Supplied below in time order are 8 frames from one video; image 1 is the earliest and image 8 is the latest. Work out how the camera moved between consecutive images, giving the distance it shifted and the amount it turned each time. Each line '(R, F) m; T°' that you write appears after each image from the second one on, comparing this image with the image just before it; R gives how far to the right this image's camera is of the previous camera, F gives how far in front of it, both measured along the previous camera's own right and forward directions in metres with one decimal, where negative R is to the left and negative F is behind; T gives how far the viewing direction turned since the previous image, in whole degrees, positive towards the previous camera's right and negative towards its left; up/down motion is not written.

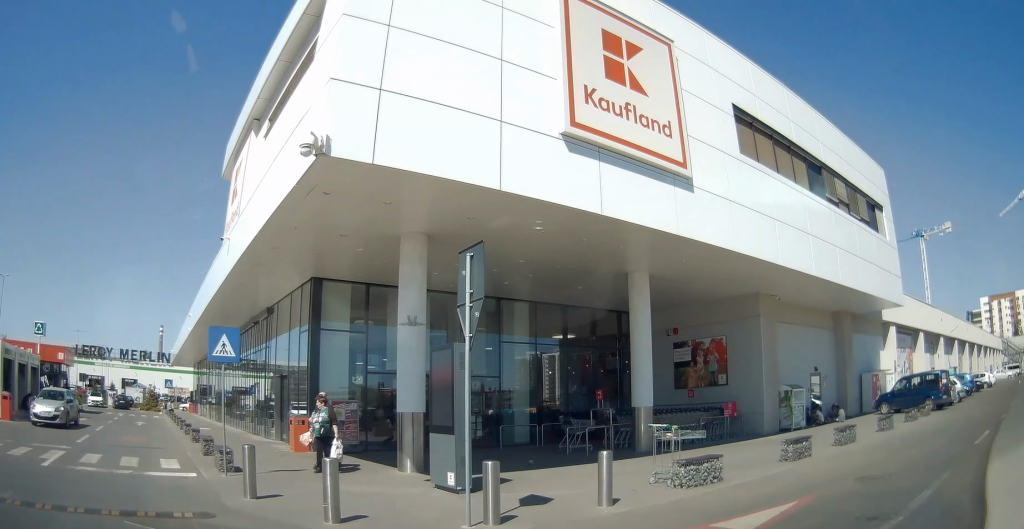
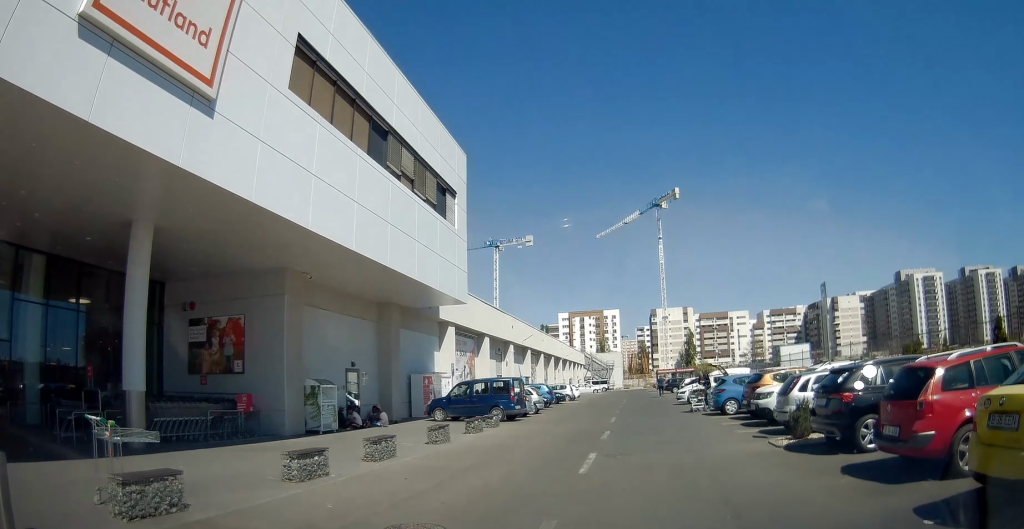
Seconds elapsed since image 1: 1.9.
(+1.4, +3.4) m; +36°
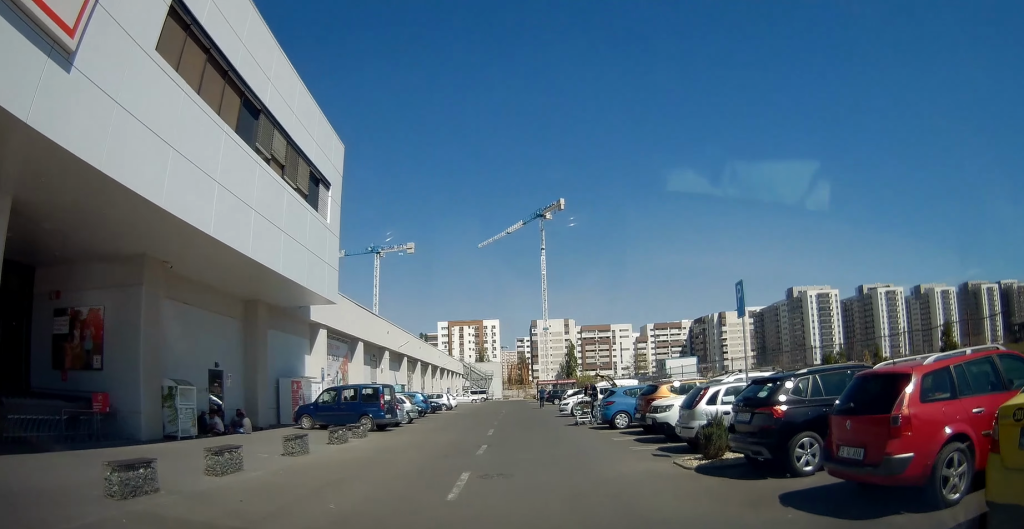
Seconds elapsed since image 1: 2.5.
(+0.2, +1.8) m; +6°
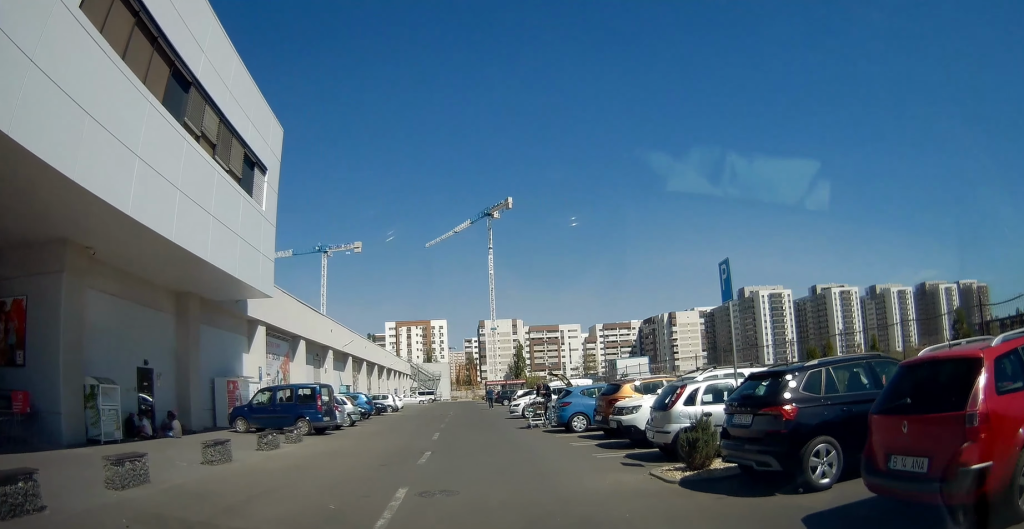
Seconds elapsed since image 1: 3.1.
(+0.1, +1.7) m; +4°
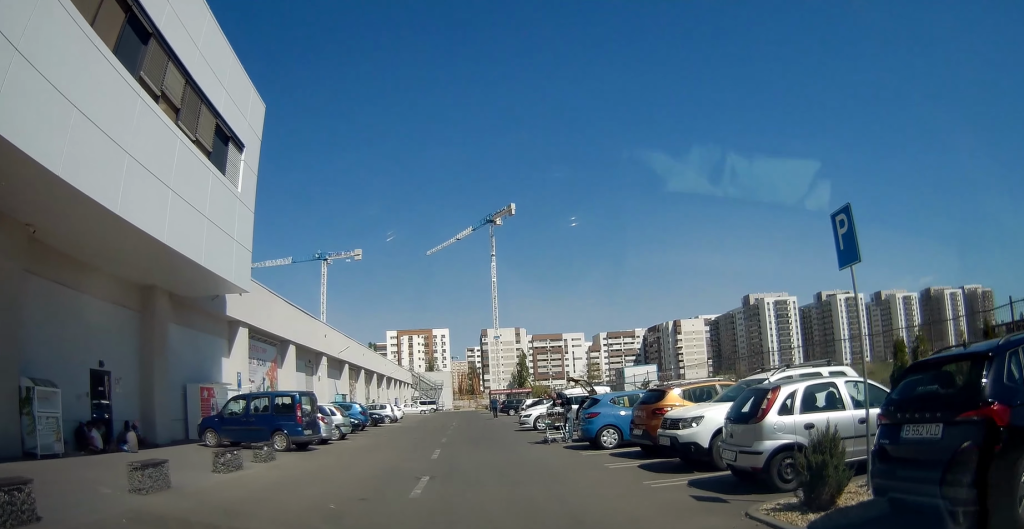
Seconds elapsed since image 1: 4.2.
(0.0, +3.2) m; -1°
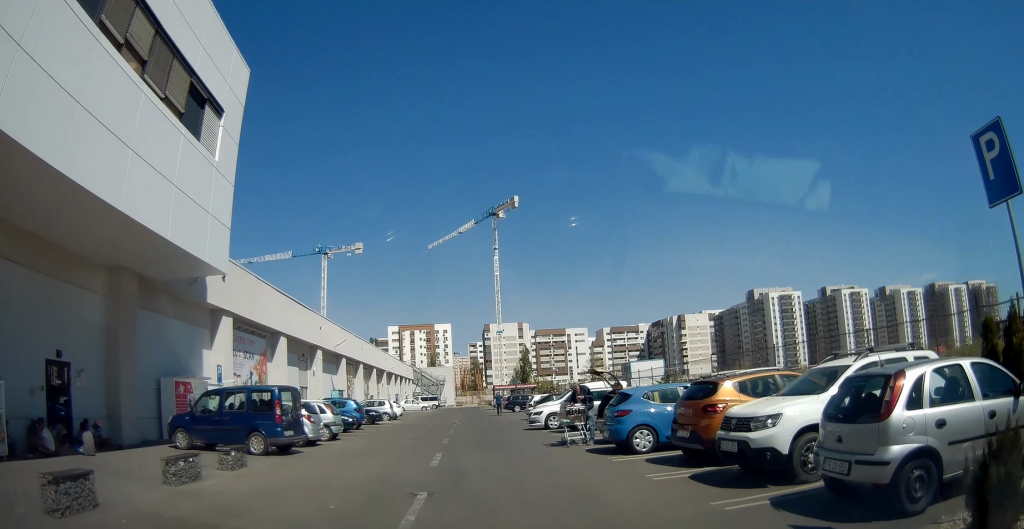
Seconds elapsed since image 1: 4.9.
(0.0, +2.4) m; -1°
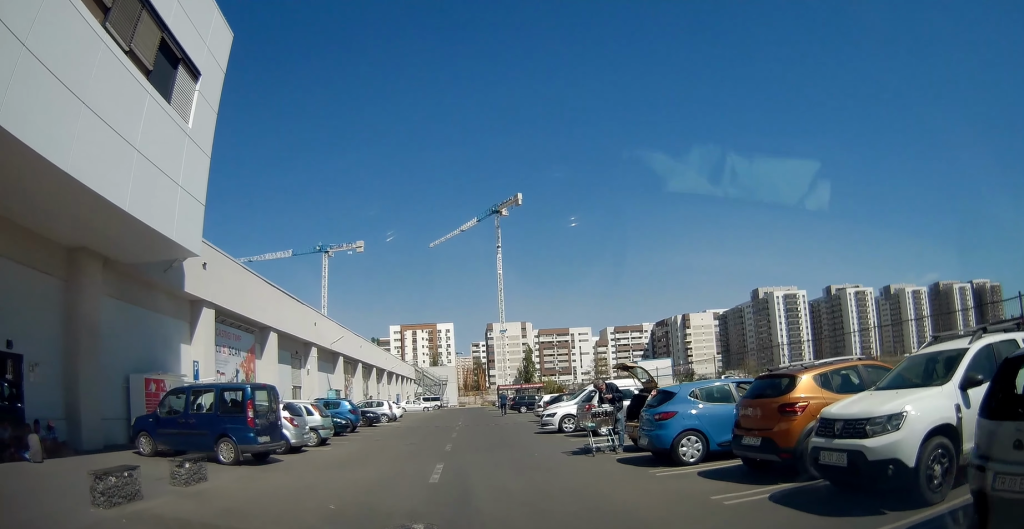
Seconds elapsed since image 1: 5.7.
(0.0, +2.3) m; 0°
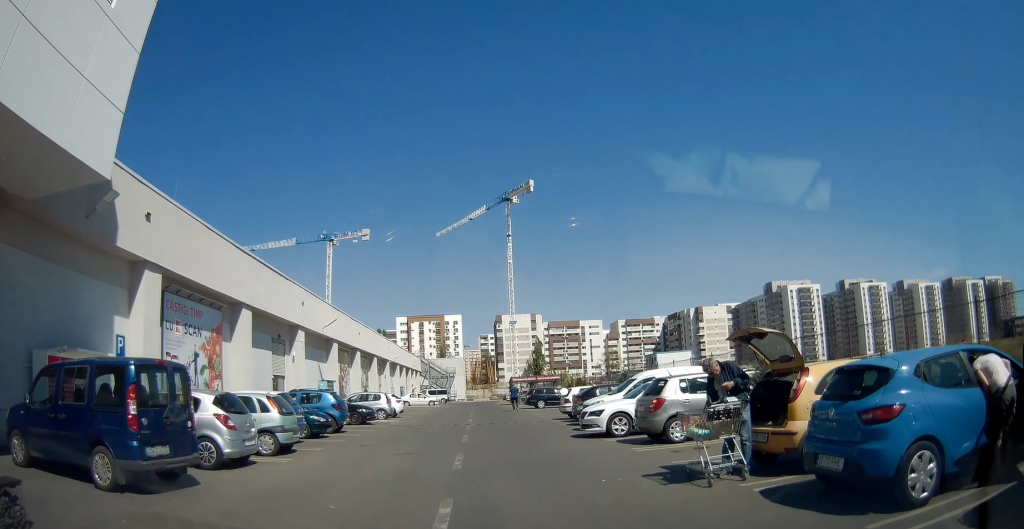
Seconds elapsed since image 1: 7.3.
(+0.1, +4.7) m; +2°
